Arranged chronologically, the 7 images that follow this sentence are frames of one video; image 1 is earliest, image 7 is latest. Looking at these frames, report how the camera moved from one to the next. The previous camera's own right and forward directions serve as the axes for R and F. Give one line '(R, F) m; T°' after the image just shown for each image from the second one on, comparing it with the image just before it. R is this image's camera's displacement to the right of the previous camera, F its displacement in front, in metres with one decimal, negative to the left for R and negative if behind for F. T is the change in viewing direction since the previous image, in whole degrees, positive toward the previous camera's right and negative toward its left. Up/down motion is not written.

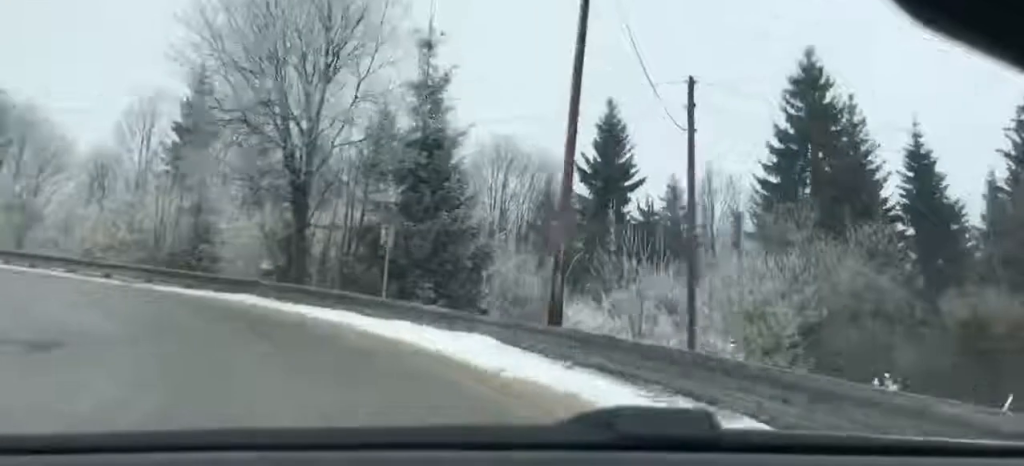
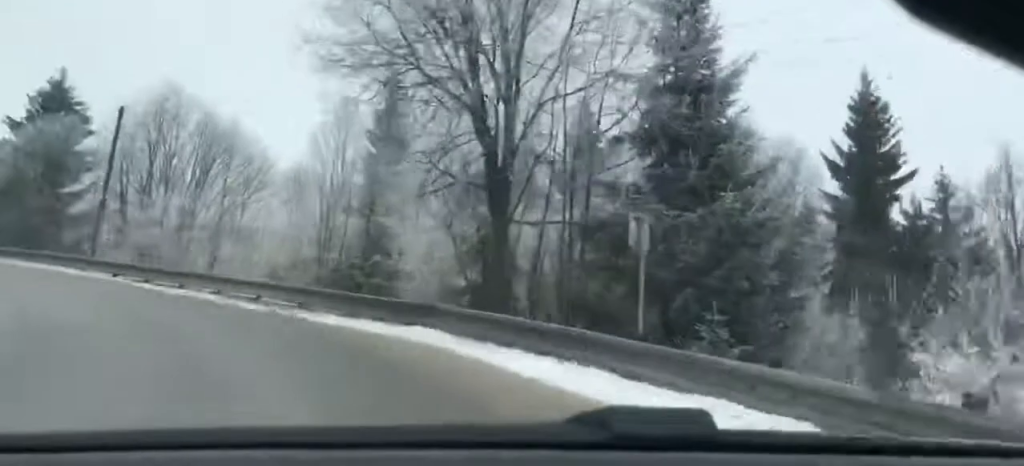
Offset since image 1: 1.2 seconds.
(+0.1, +8.7) m; -2°
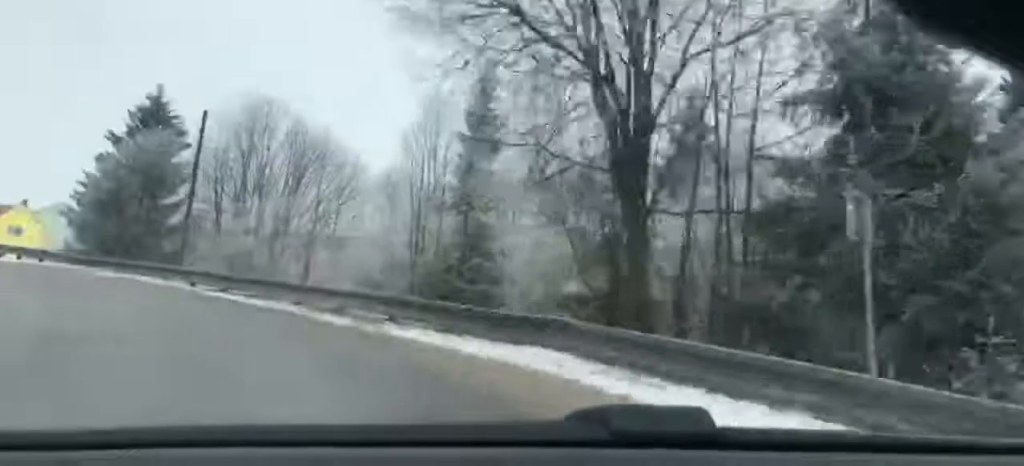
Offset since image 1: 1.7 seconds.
(-0.1, +2.7) m; -3°
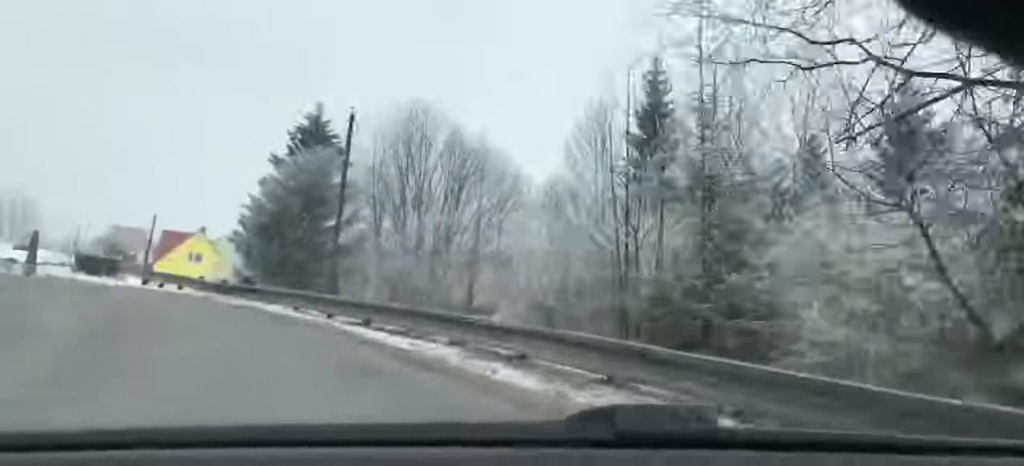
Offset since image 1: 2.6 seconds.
(-0.2, +4.6) m; -5°
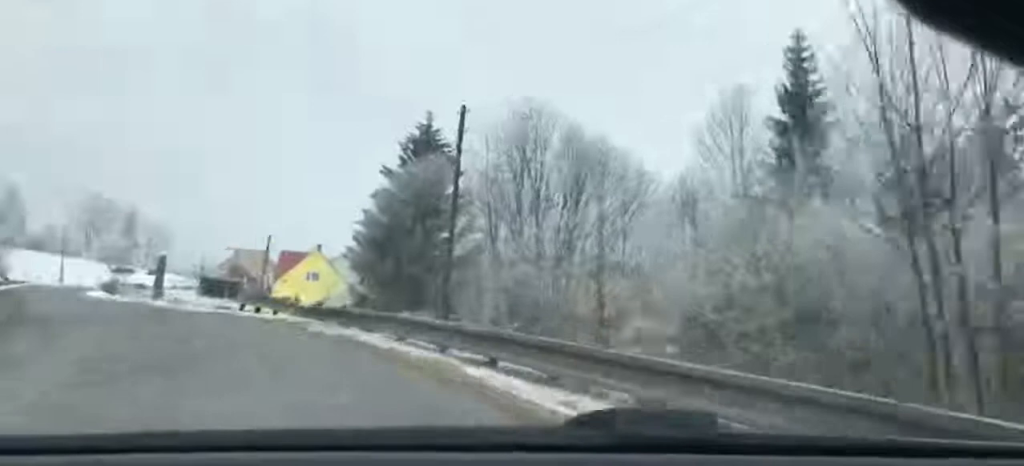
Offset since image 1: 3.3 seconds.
(-0.1, +3.4) m; -5°
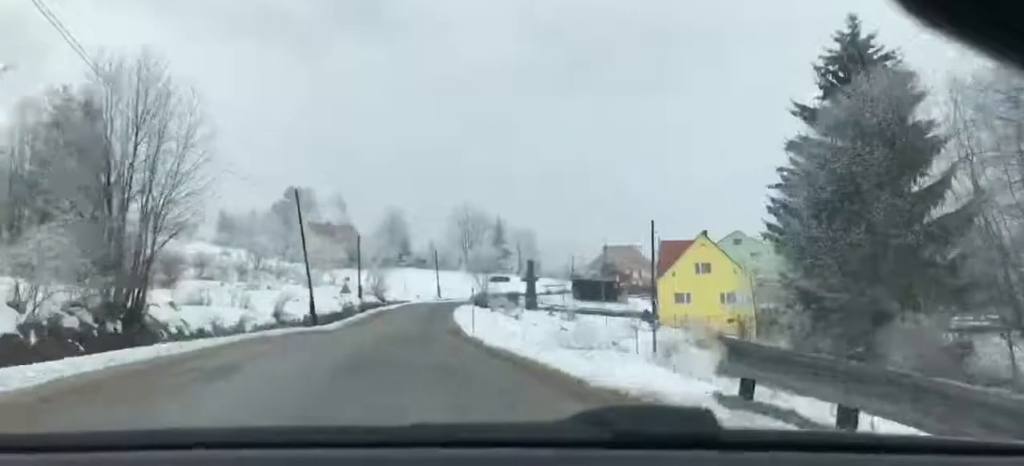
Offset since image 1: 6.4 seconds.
(-6.2, +16.7) m; -39°
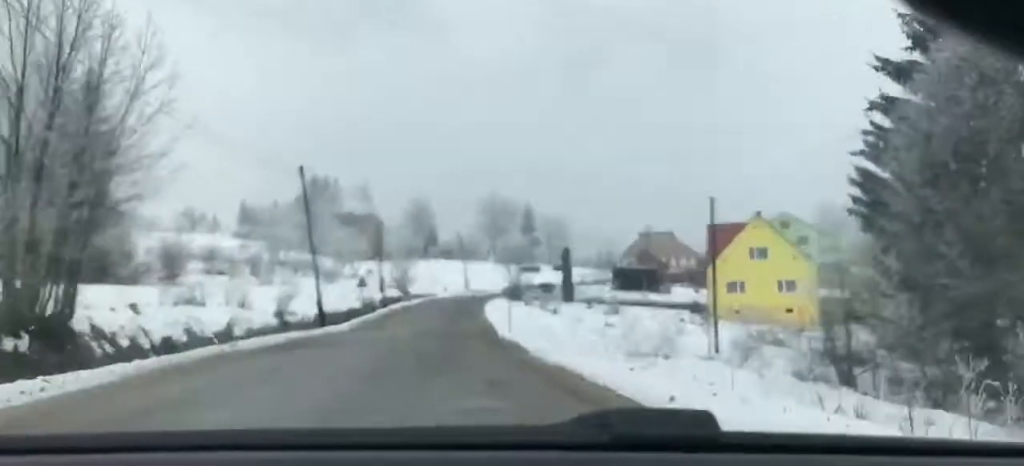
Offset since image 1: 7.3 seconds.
(-0.5, +6.4) m; -11°
